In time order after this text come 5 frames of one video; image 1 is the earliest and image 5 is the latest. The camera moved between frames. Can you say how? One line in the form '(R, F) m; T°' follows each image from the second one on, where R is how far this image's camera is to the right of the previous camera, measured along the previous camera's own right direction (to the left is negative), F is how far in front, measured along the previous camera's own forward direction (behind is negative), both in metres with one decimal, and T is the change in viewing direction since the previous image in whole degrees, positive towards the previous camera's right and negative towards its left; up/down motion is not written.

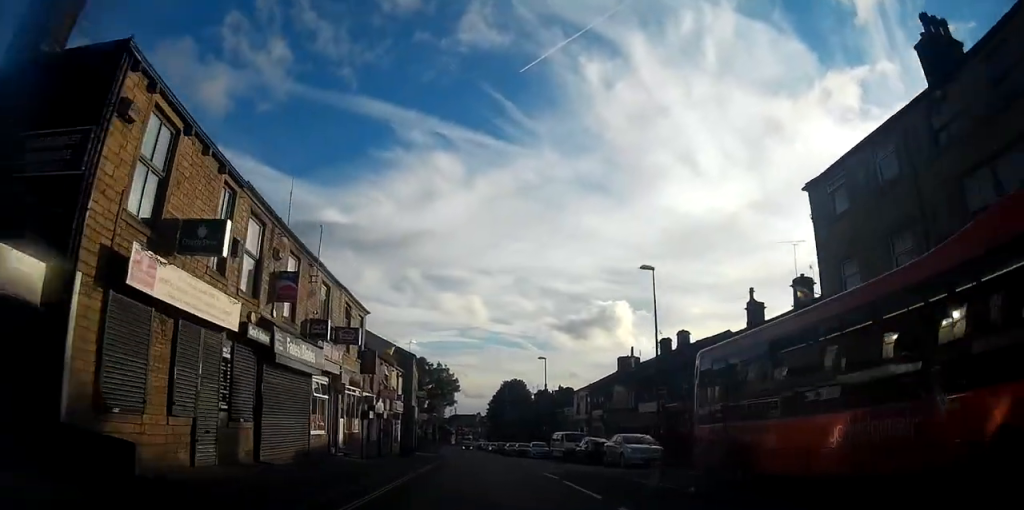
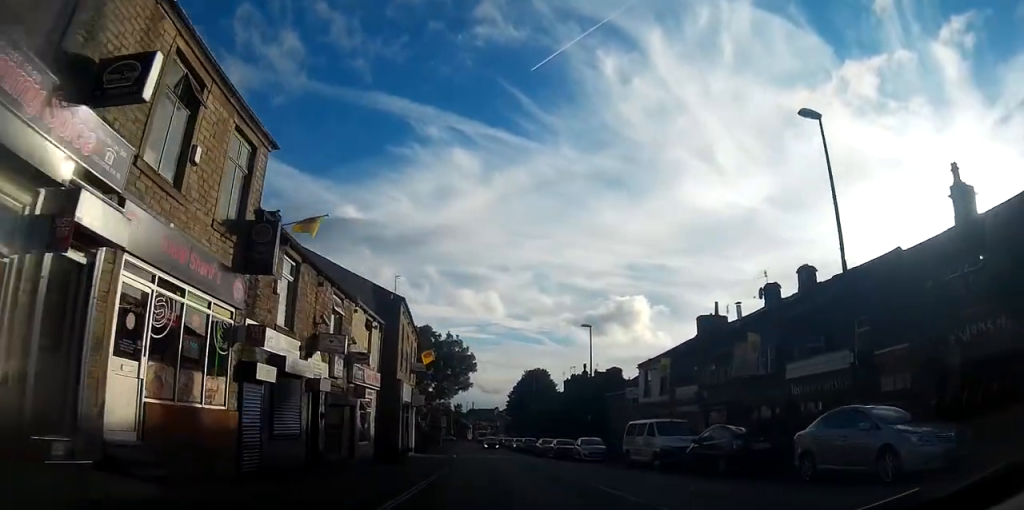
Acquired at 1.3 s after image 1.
(+0.1, +16.8) m; +1°
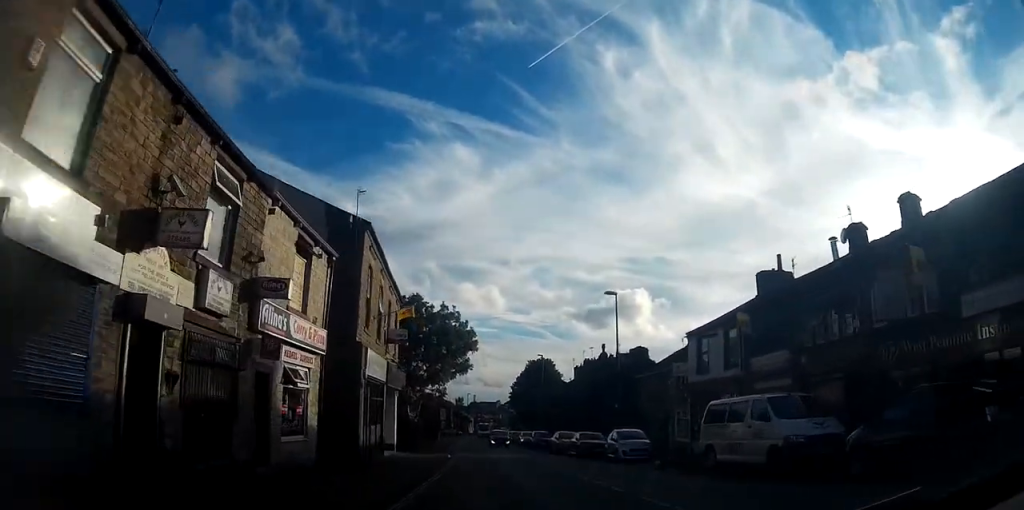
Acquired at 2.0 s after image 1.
(+0.1, +9.1) m; 0°
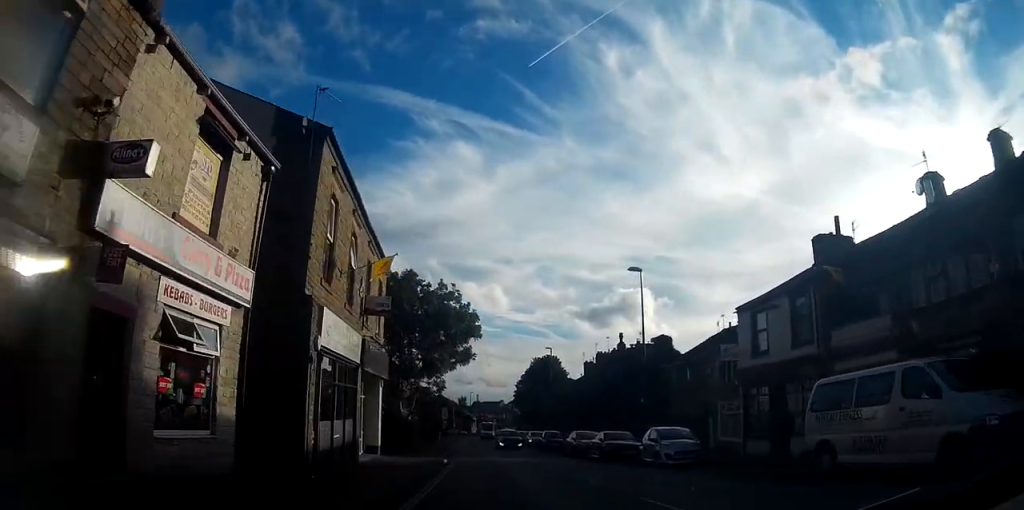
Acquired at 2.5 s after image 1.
(-0.2, +5.7) m; 0°
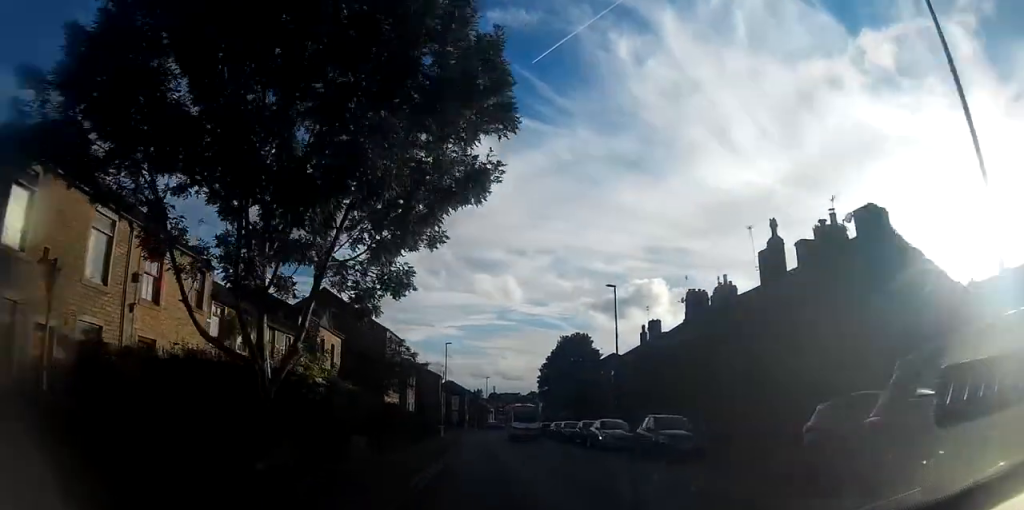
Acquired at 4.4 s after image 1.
(-0.4, +25.0) m; -2°
